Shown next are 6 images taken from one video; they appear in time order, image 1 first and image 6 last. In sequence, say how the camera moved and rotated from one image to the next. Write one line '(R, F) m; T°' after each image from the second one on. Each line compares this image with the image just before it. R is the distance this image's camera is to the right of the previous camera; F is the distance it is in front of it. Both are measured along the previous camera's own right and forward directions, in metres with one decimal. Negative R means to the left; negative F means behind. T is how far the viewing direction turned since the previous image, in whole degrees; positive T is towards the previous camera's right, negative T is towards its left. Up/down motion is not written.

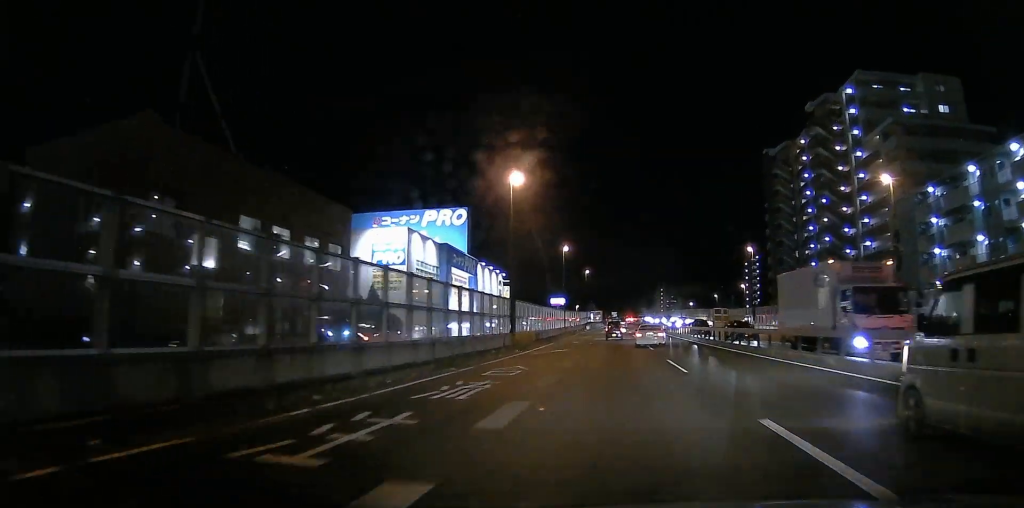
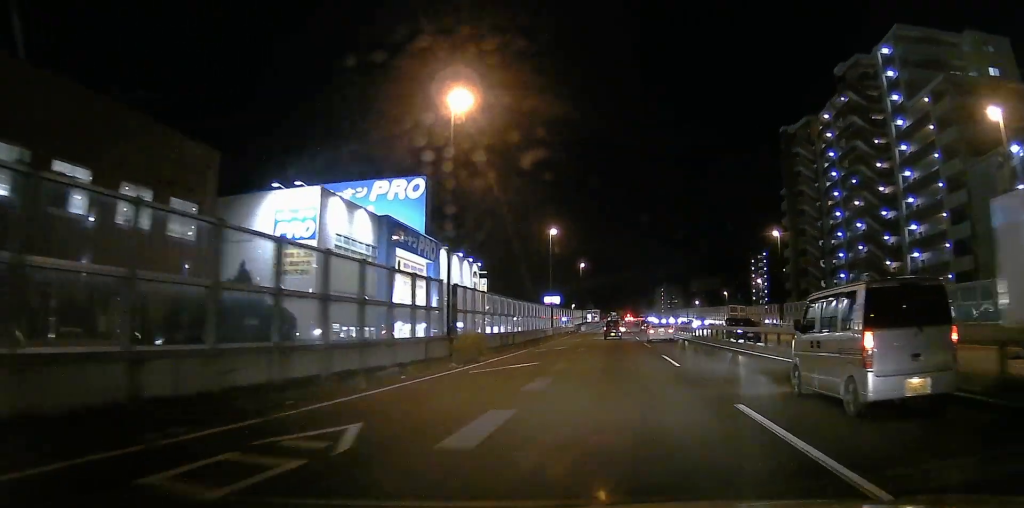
(0.0, +13.2) m; 0°
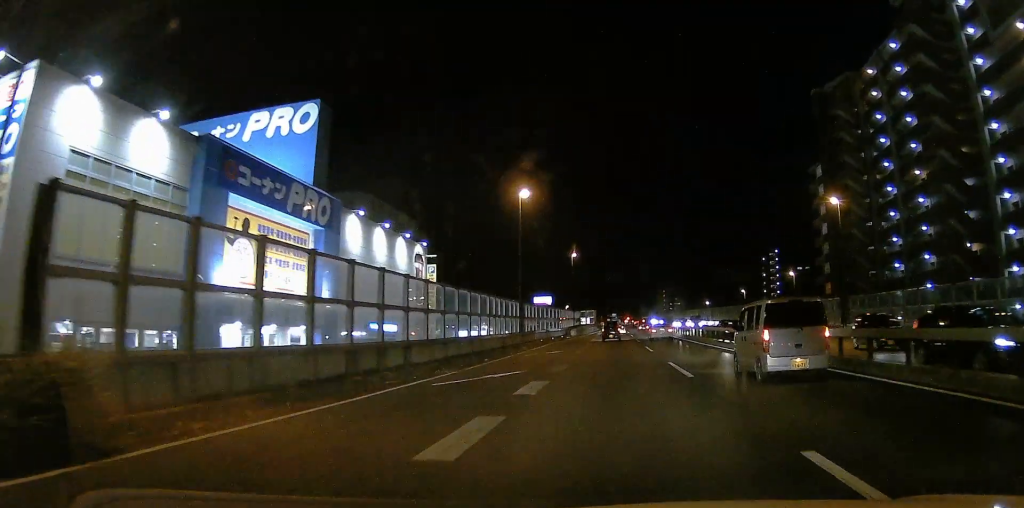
(0.0, +18.0) m; 0°
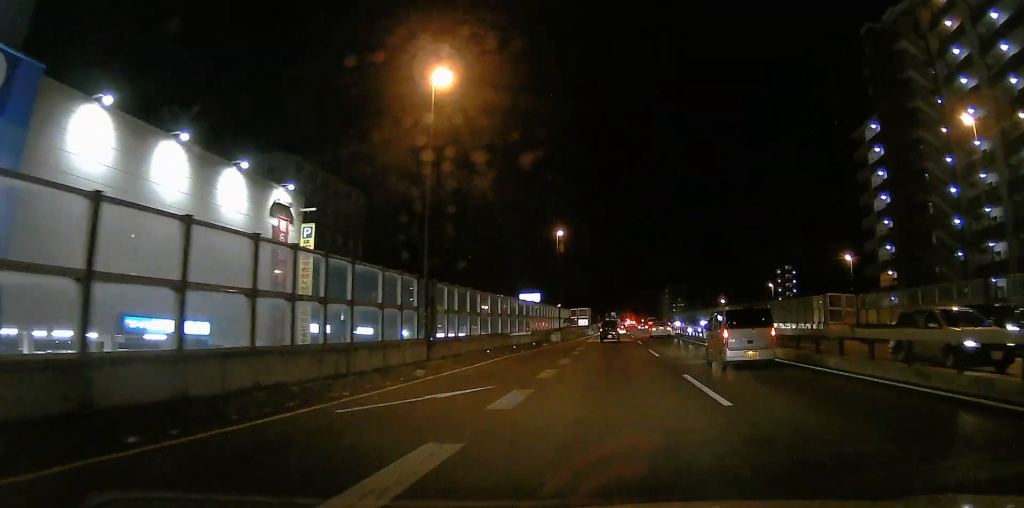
(-0.1, +20.0) m; -1°
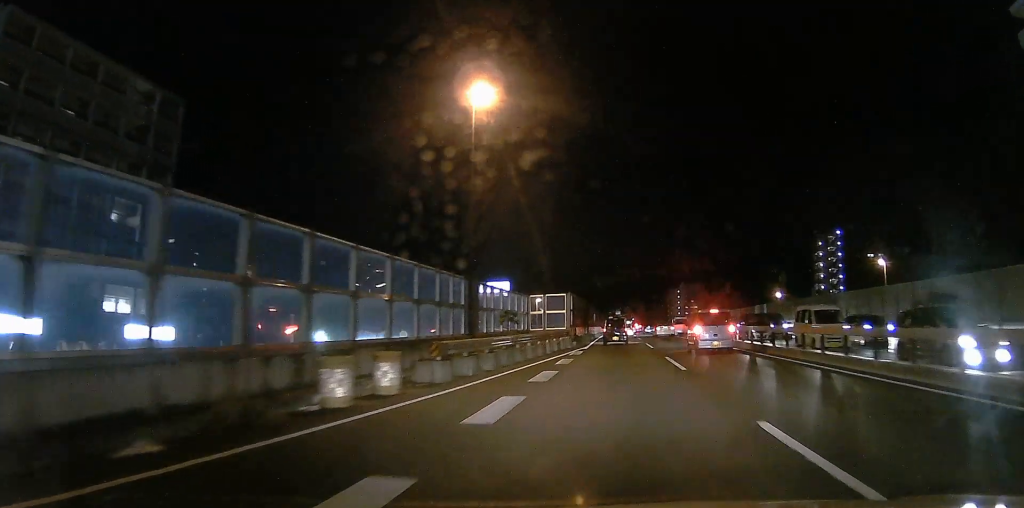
(+0.3, +38.6) m; +2°
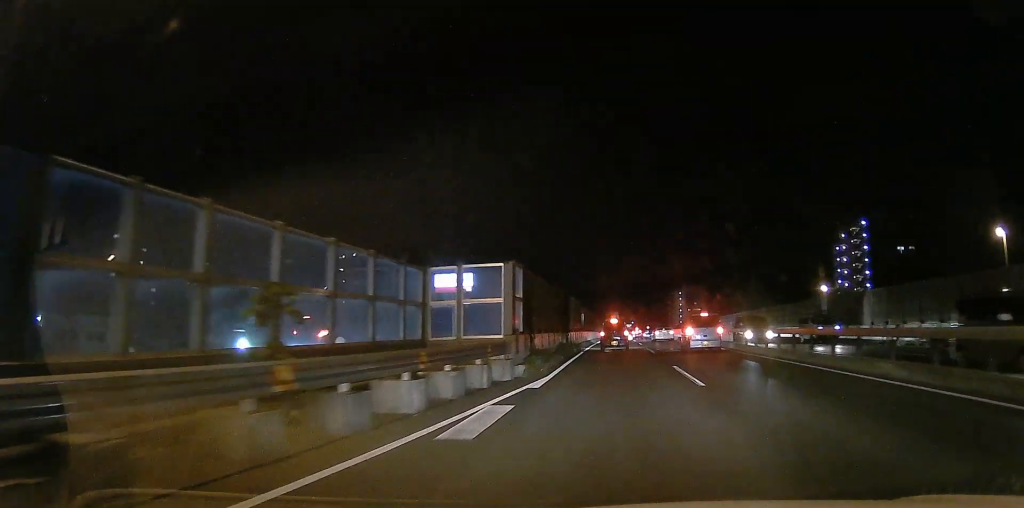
(+0.2, +19.8) m; +1°
